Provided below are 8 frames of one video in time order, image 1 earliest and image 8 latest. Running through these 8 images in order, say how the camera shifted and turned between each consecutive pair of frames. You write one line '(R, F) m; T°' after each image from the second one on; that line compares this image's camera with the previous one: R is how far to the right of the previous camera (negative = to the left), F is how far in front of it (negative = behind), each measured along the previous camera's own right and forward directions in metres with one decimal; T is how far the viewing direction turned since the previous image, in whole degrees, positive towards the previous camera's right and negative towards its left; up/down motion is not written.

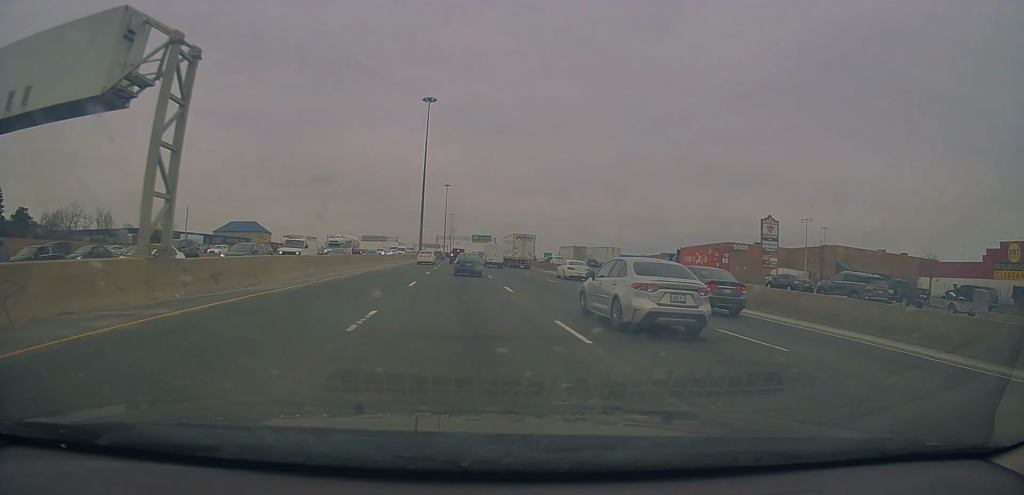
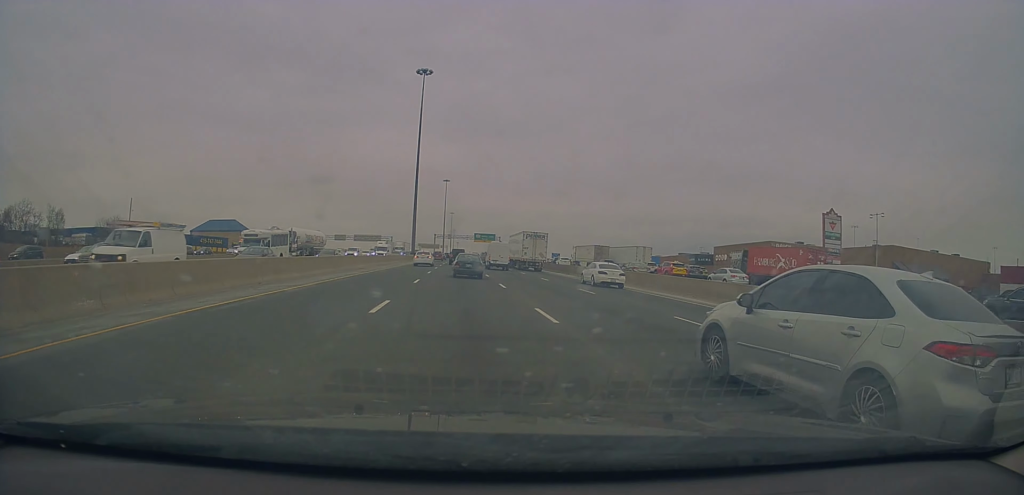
(-0.1, +21.5) m; 0°
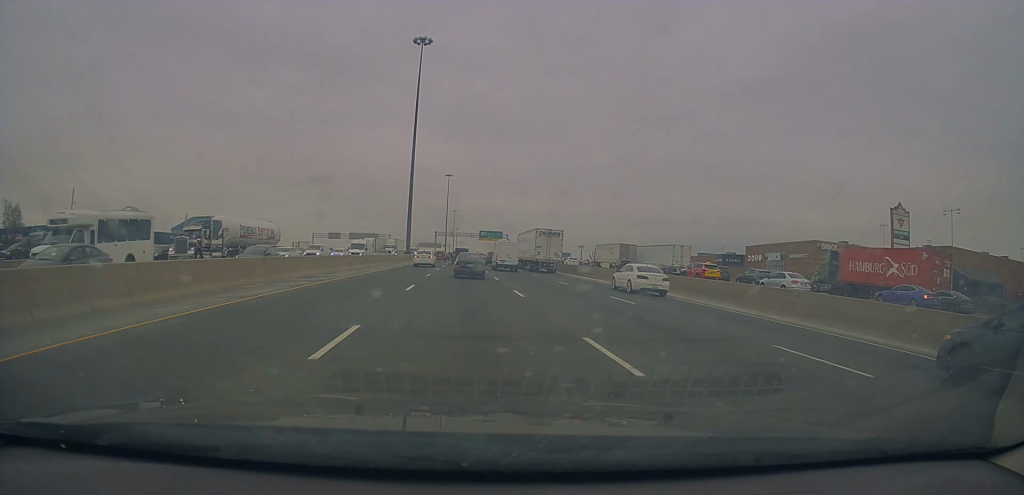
(-0.1, +17.6) m; 0°
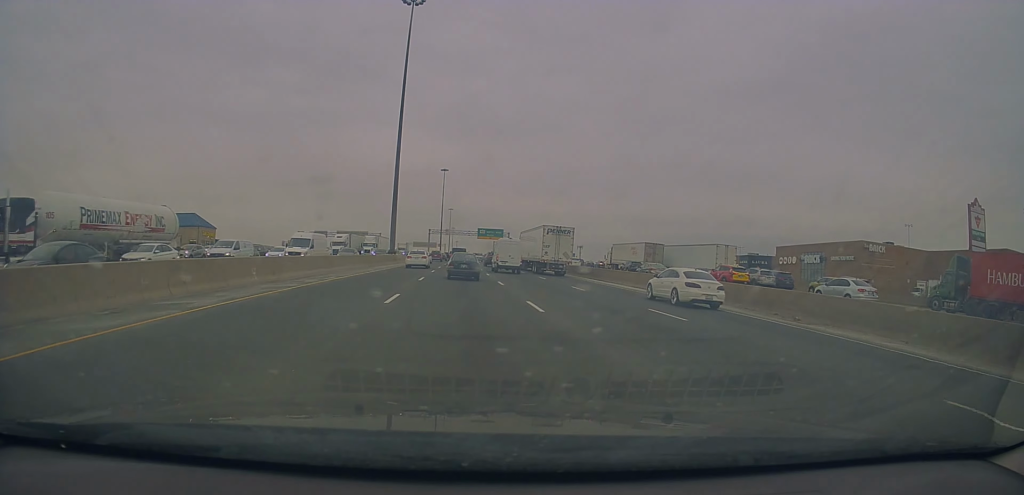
(+0.3, +16.8) m; 0°
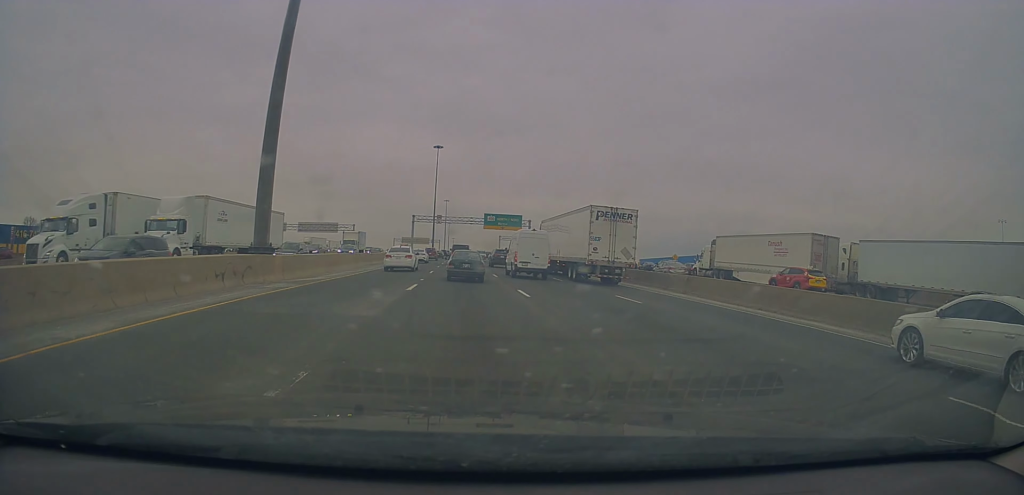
(-0.2, +52.3) m; 0°
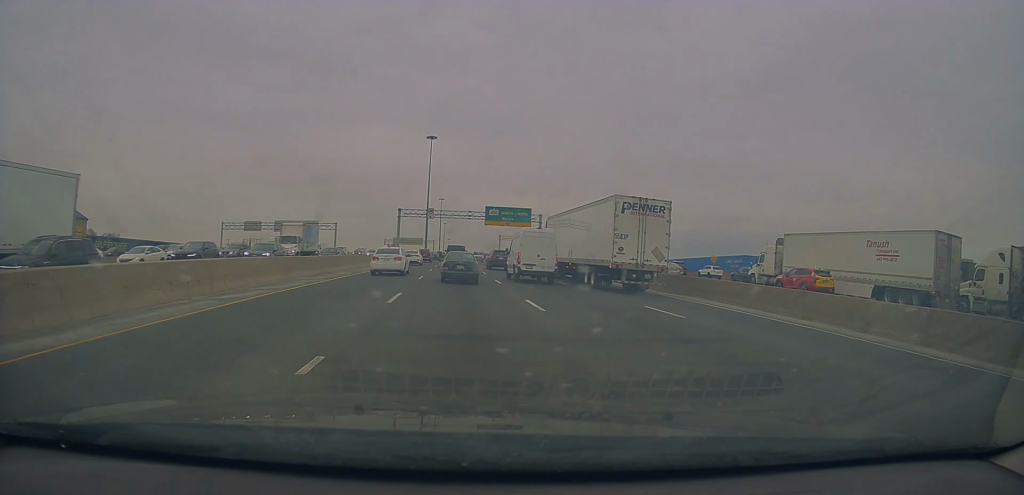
(0.0, +21.7) m; 0°
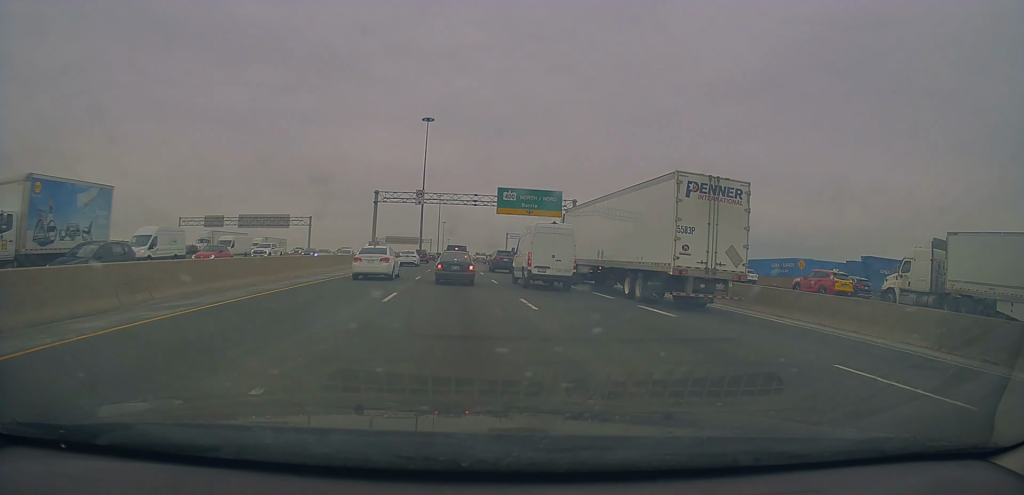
(+0.3, +26.6) m; +1°
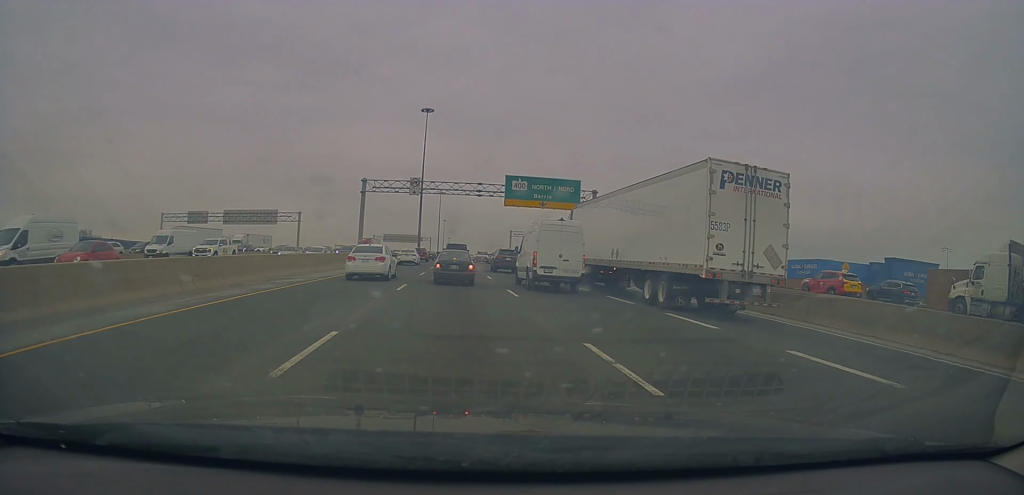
(0.0, +8.5) m; 0°
